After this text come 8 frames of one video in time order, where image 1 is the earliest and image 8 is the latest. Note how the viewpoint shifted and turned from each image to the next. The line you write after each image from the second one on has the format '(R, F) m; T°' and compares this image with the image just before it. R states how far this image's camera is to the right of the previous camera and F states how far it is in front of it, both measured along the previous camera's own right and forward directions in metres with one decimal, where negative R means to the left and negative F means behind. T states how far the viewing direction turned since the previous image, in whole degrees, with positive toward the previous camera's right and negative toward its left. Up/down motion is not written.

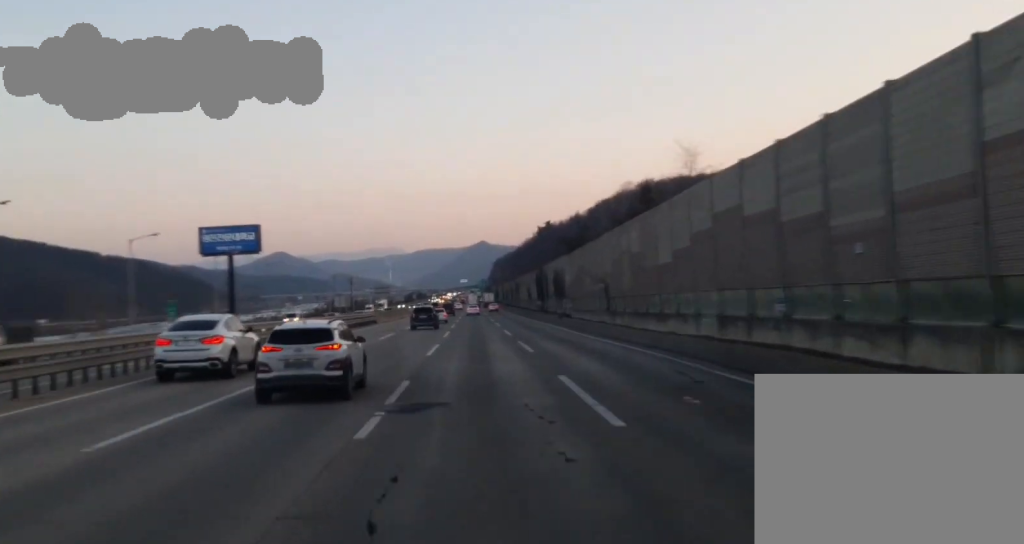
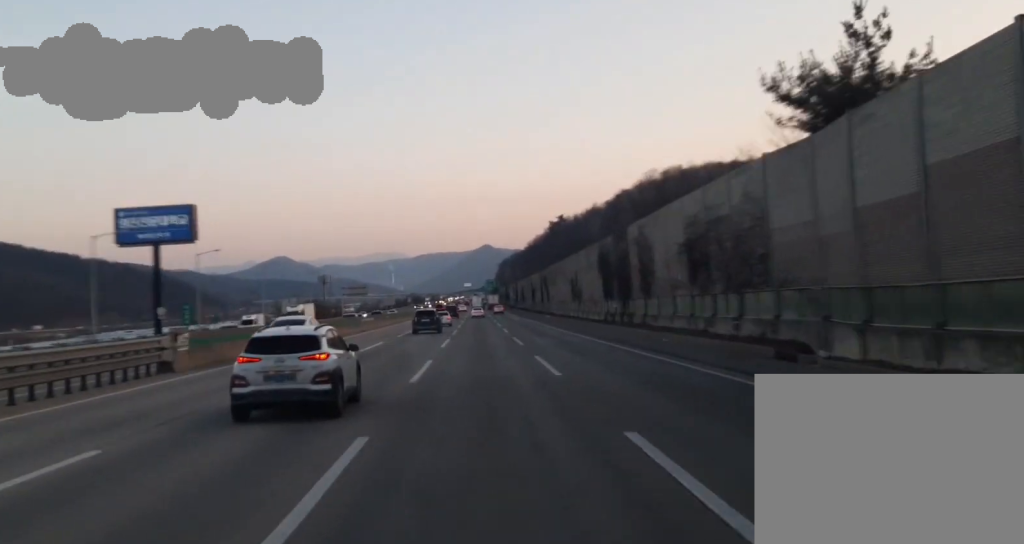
(+0.2, +69.4) m; +1°
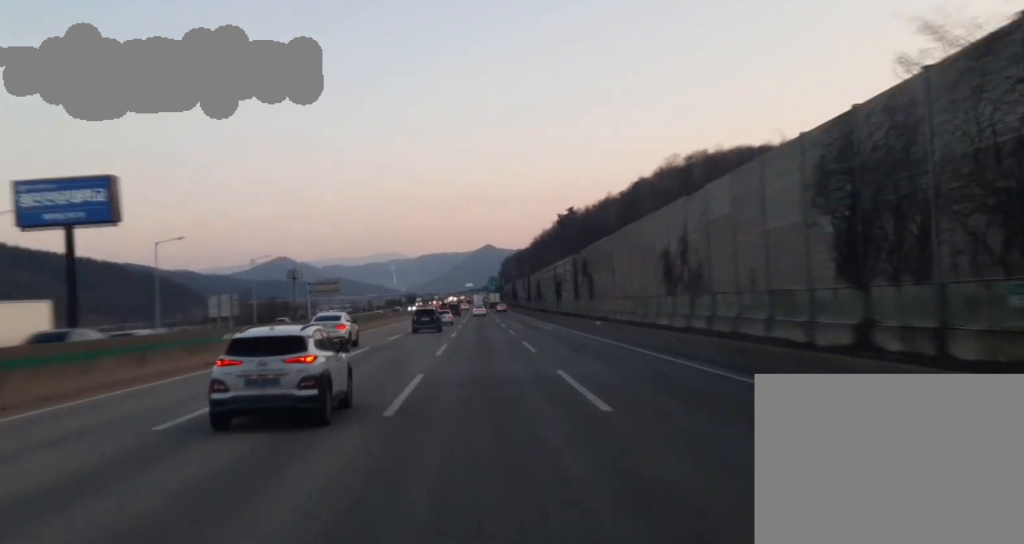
(+0.2, +48.6) m; 0°
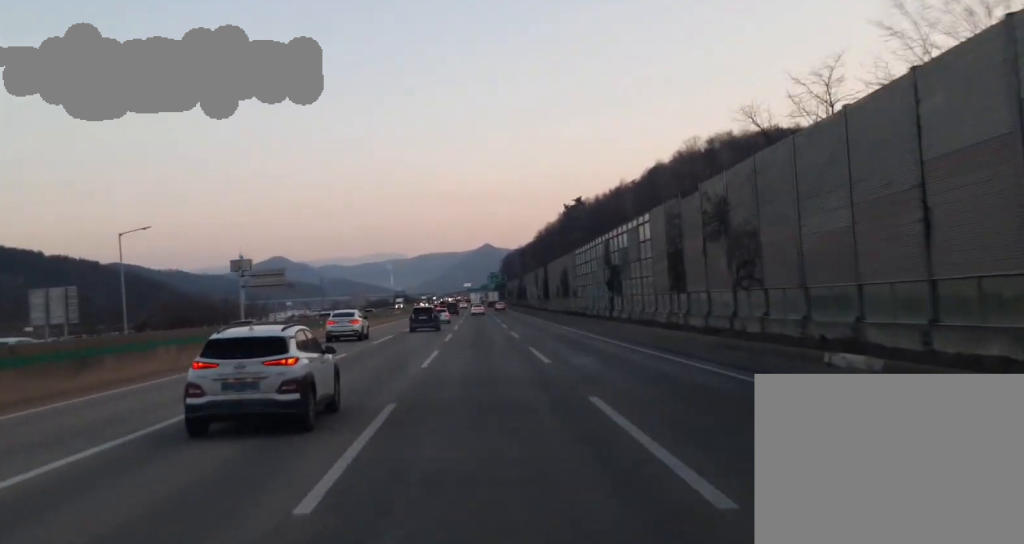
(-0.1, +48.5) m; 0°
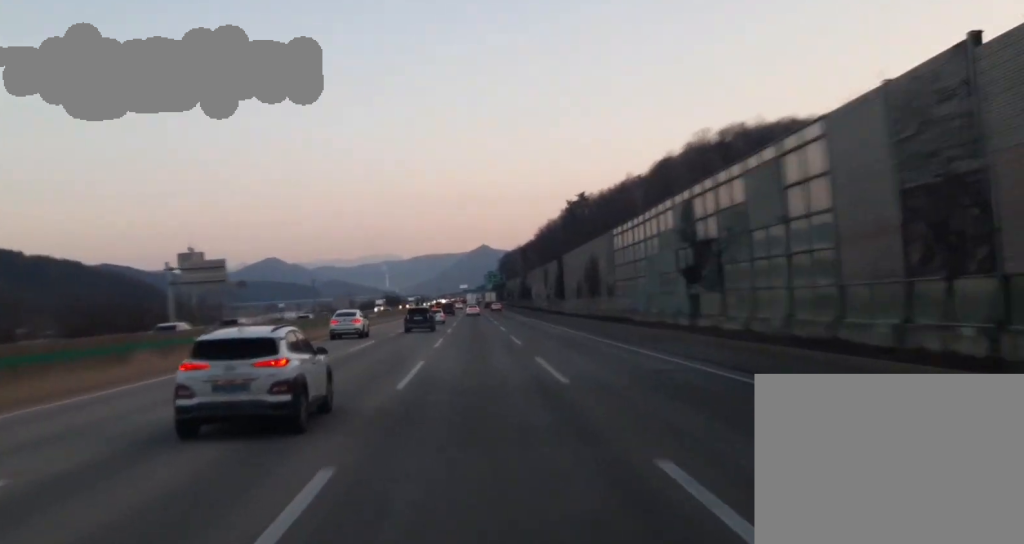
(-0.1, +27.6) m; 0°
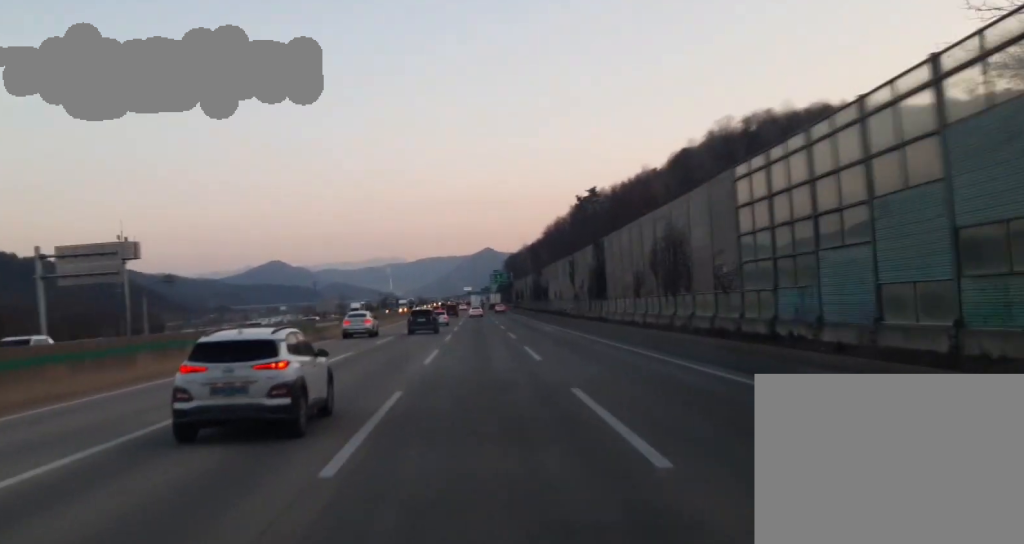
(-0.2, +31.0) m; 0°
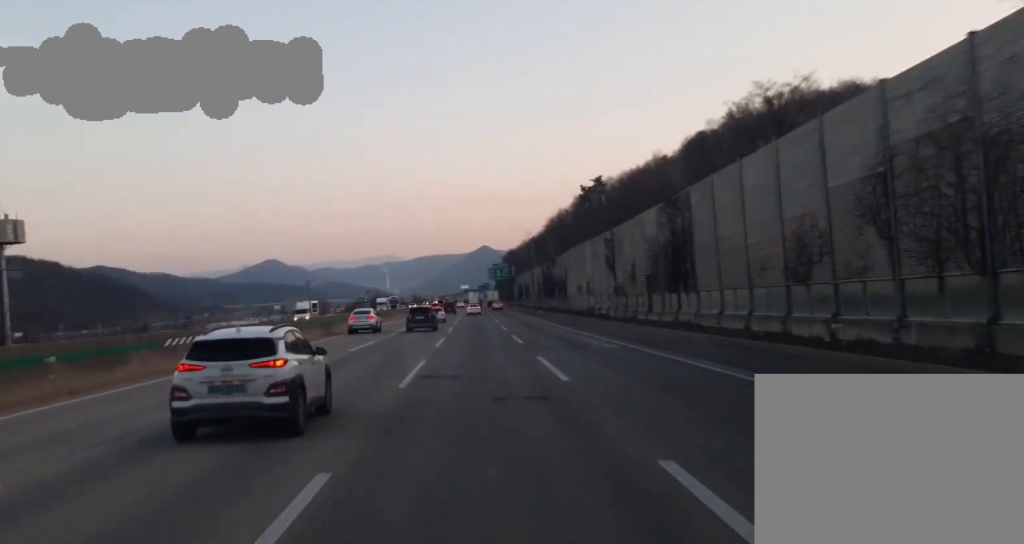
(+0.1, +30.9) m; 0°
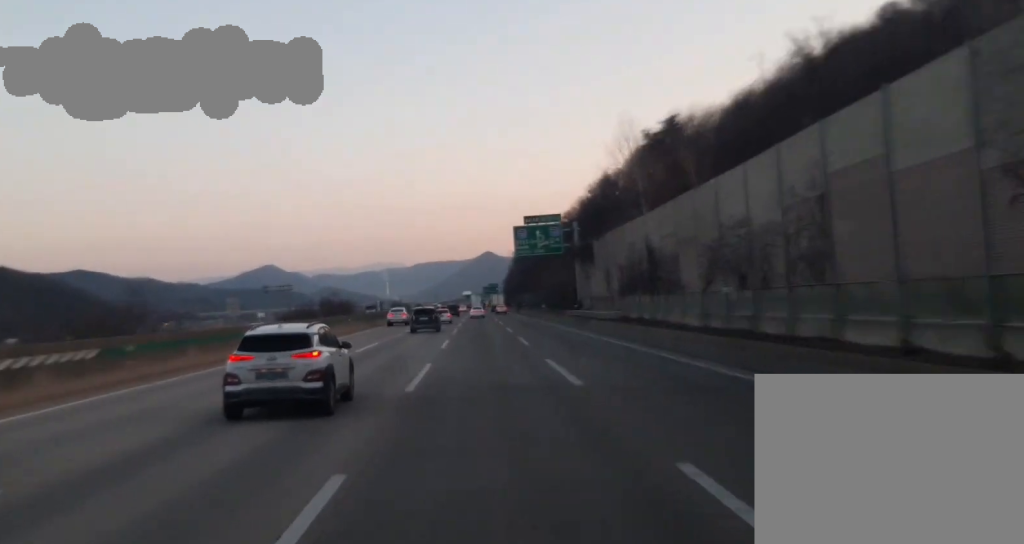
(-0.4, +141.9) m; -1°
